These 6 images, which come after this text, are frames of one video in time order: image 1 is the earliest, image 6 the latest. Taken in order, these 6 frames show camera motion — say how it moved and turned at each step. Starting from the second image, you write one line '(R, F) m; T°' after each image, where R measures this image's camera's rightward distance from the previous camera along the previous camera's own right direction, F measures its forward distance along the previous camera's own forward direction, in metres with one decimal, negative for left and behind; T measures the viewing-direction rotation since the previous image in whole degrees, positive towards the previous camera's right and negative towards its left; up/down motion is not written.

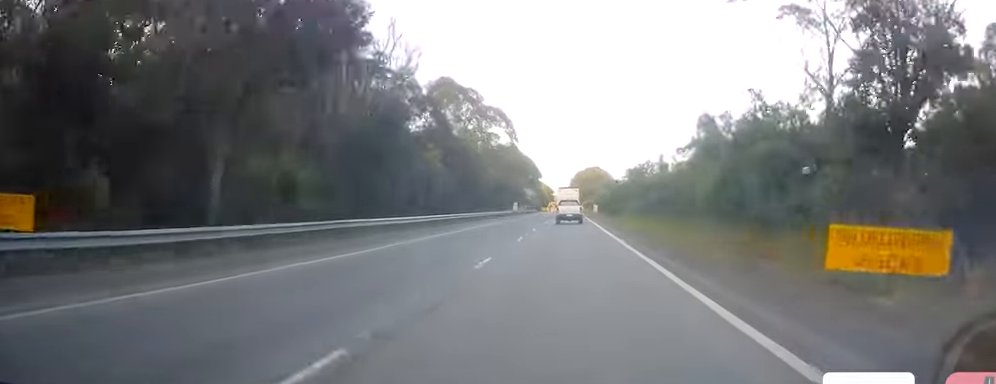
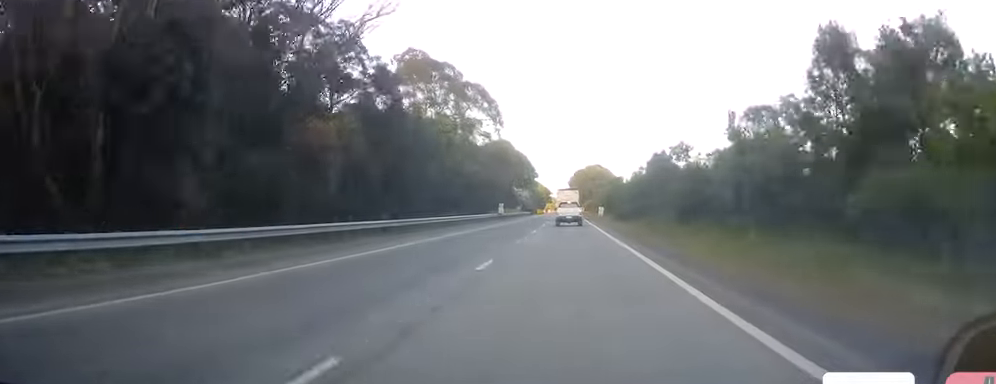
(-0.1, +24.1) m; 0°
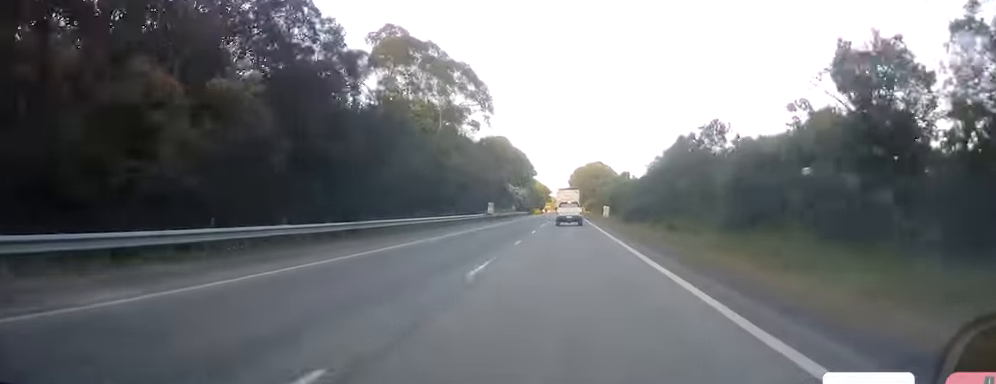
(0.0, +12.9) m; 0°
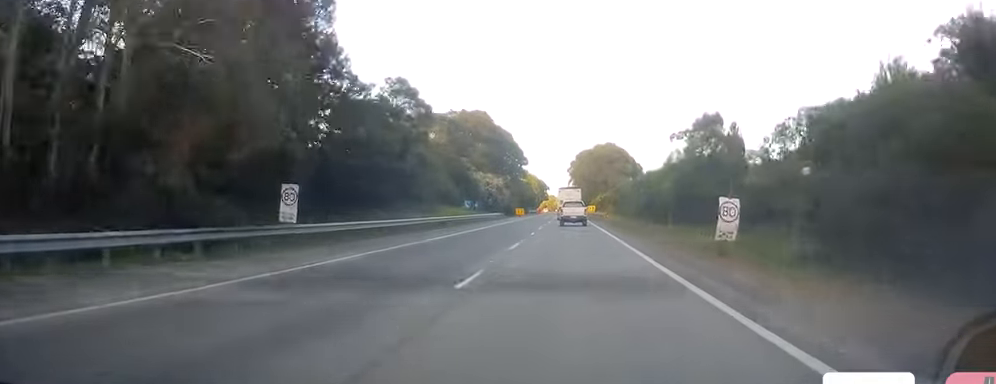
(-0.3, +62.6) m; -1°
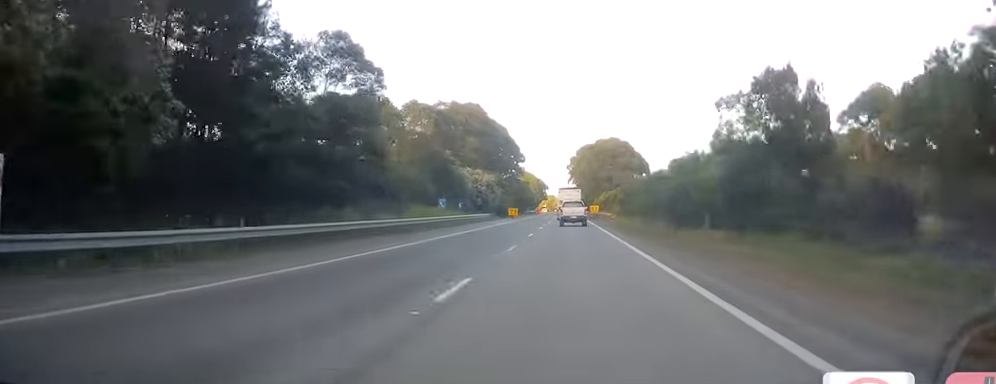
(0.0, +13.7) m; 0°
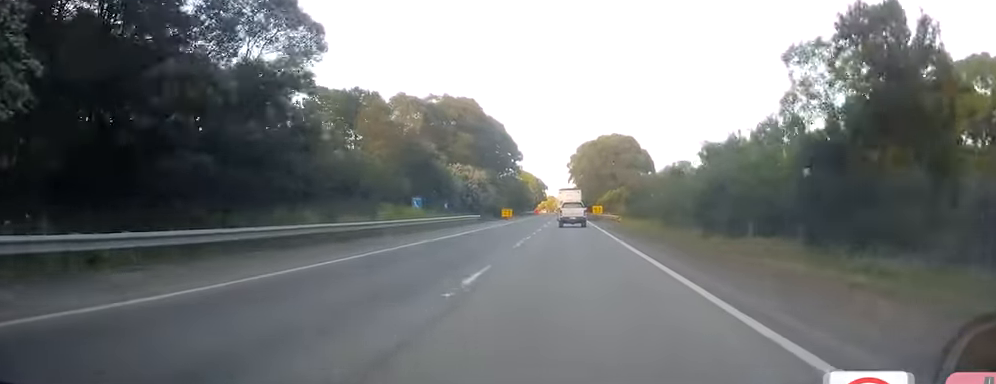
(0.0, +9.6) m; 0°
